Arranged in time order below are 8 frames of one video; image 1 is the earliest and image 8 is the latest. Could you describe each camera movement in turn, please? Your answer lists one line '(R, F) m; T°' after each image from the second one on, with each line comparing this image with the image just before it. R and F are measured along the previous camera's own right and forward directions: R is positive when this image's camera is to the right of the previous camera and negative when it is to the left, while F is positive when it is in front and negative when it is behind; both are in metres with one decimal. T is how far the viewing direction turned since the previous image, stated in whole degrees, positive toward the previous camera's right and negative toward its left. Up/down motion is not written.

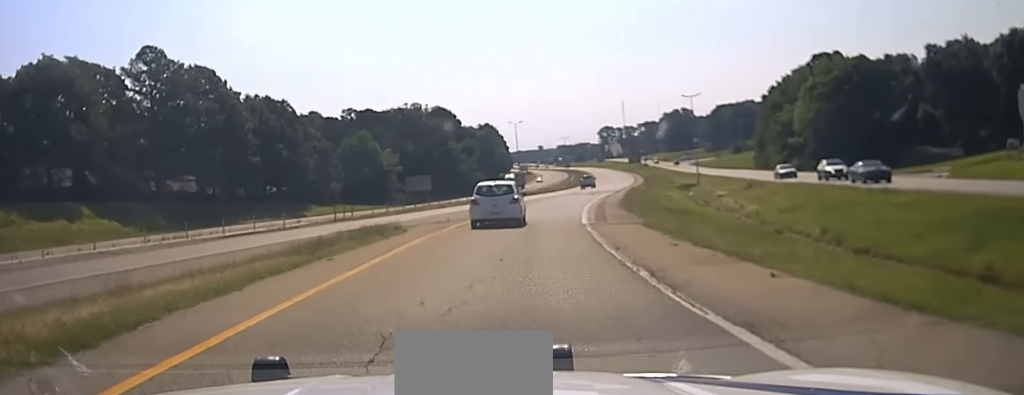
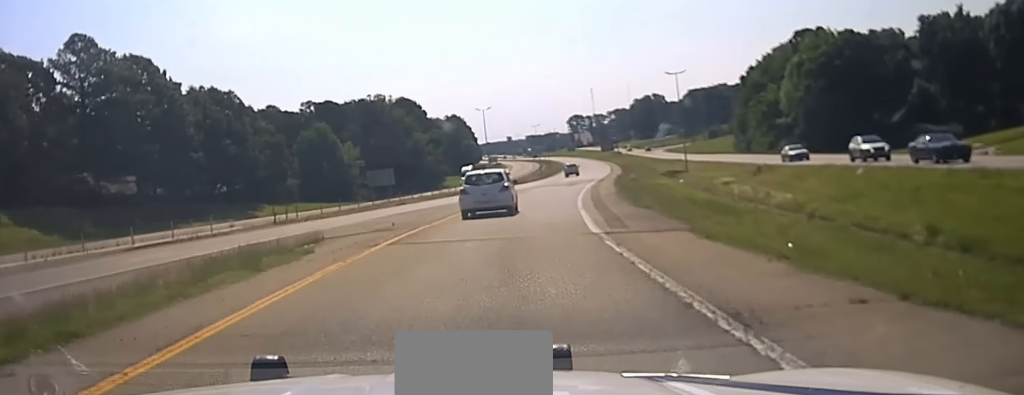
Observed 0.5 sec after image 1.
(+0.7, +12.0) m; +3°
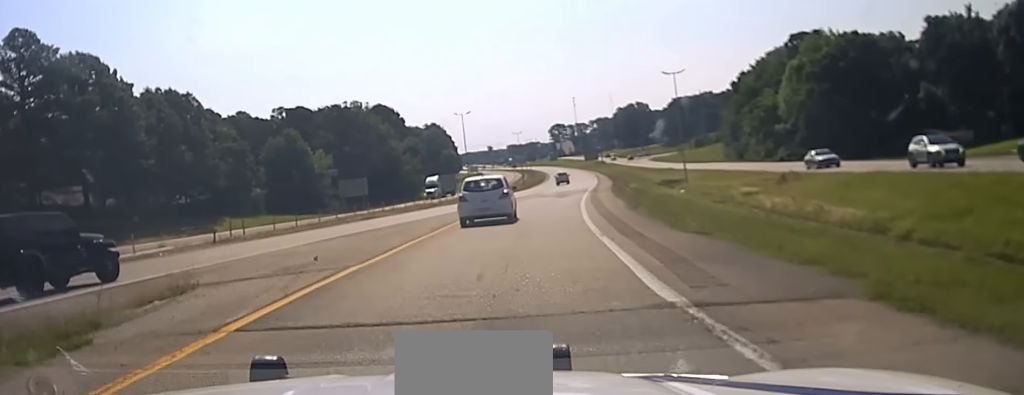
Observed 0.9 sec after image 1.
(+0.2, +9.1) m; +2°
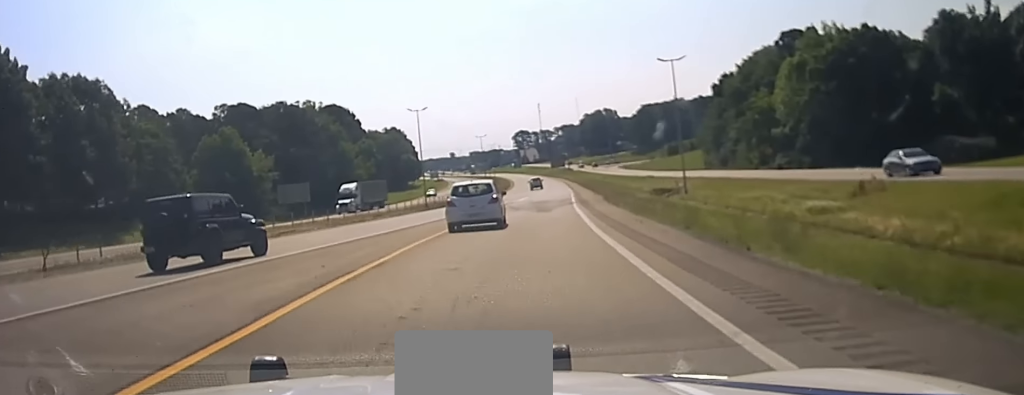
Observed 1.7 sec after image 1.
(+0.3, +17.0) m; +2°
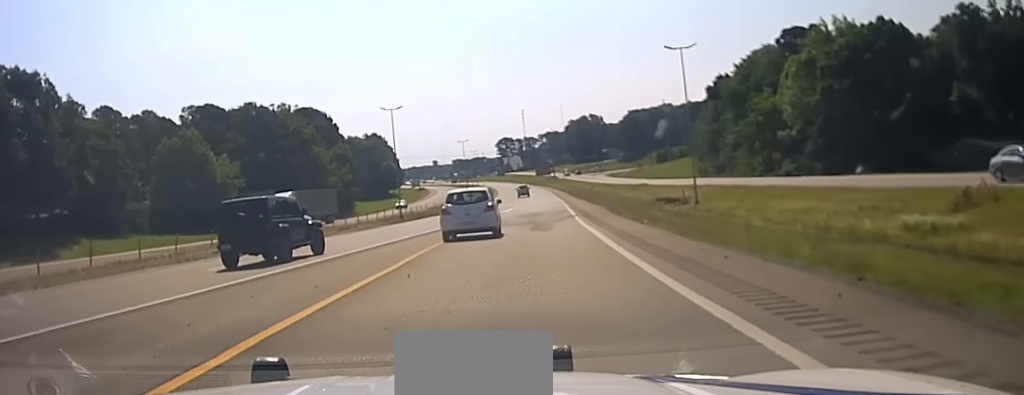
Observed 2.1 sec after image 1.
(+0.1, +10.3) m; +1°
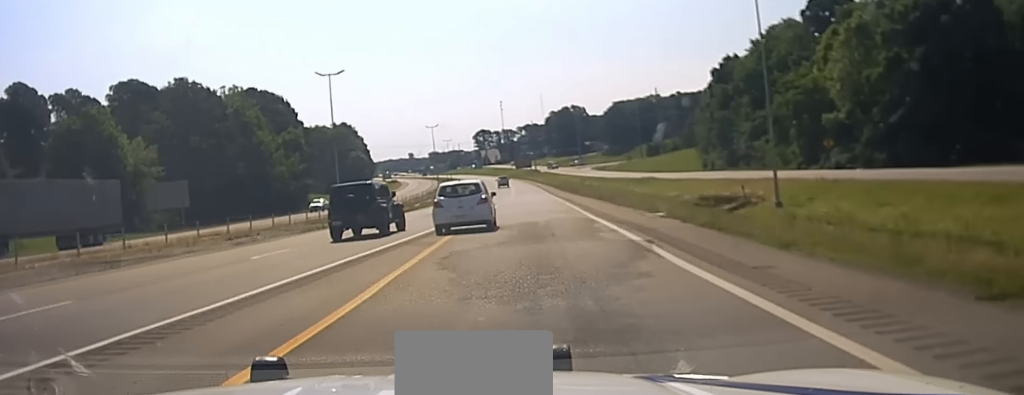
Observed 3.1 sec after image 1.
(+0.4, +24.6) m; +1°
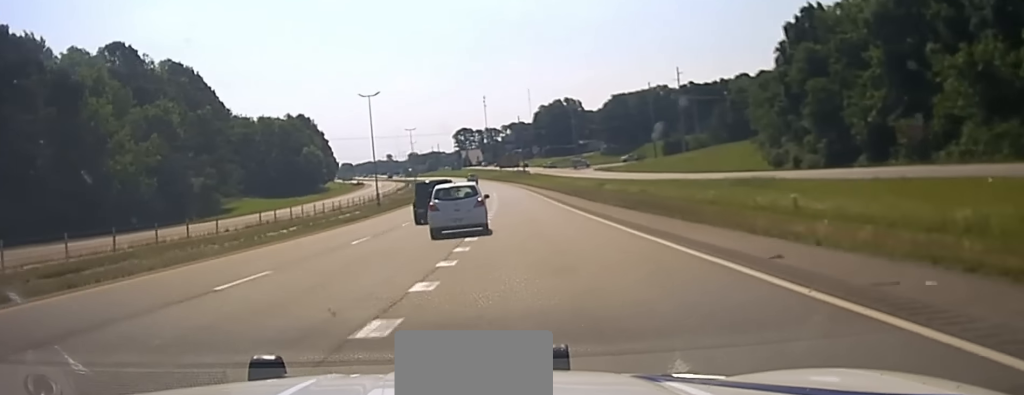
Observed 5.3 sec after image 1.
(+2.2, +57.2) m; +3°
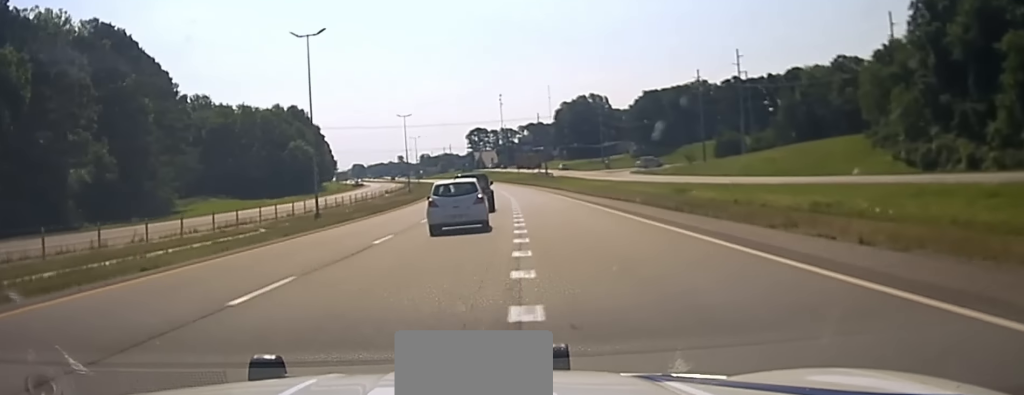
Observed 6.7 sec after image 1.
(-0.7, +39.2) m; -3°
